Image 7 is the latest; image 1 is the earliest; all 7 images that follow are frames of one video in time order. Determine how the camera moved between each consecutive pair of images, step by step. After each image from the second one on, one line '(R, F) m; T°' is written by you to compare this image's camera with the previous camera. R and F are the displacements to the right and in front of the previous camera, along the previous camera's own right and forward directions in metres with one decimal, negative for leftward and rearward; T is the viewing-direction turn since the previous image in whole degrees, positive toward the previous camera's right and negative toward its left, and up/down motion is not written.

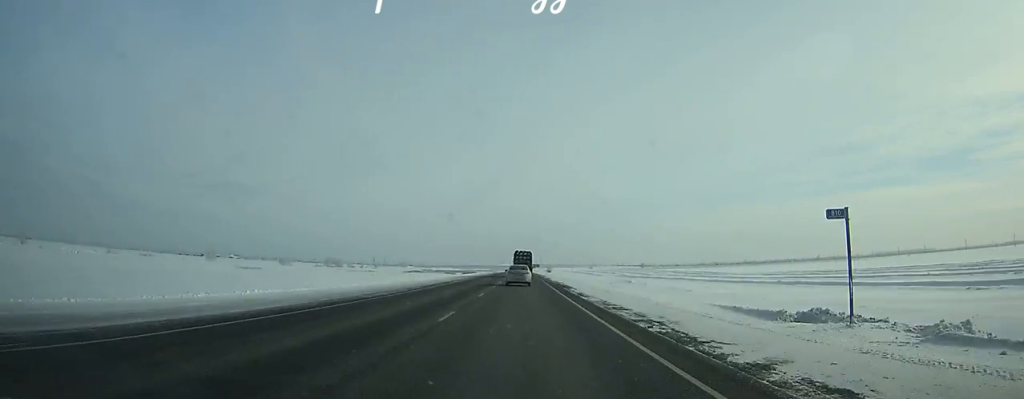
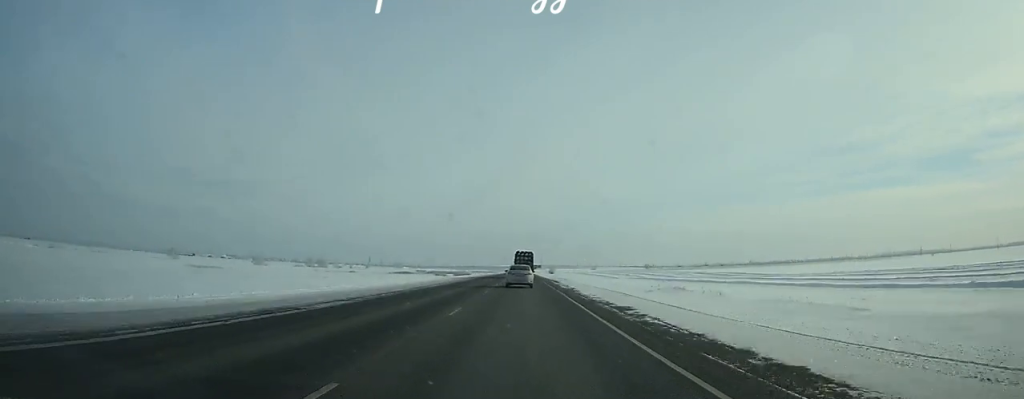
(+0.1, +34.1) m; 0°
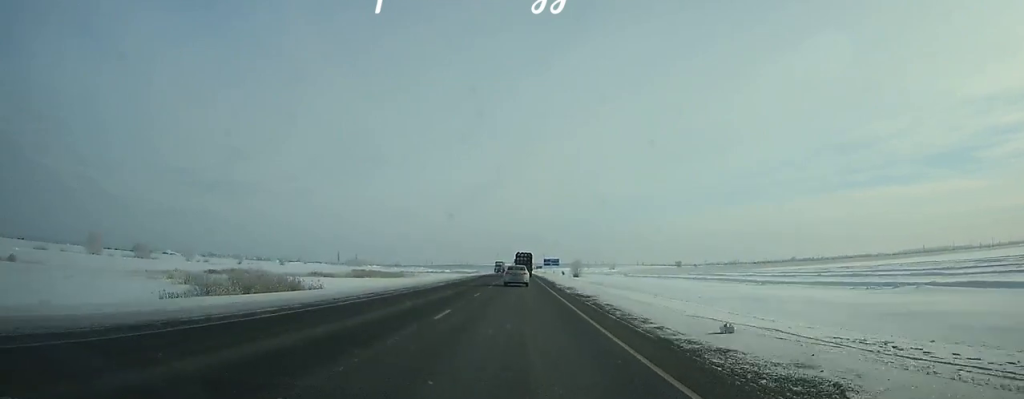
(-1.1, +187.4) m; 0°
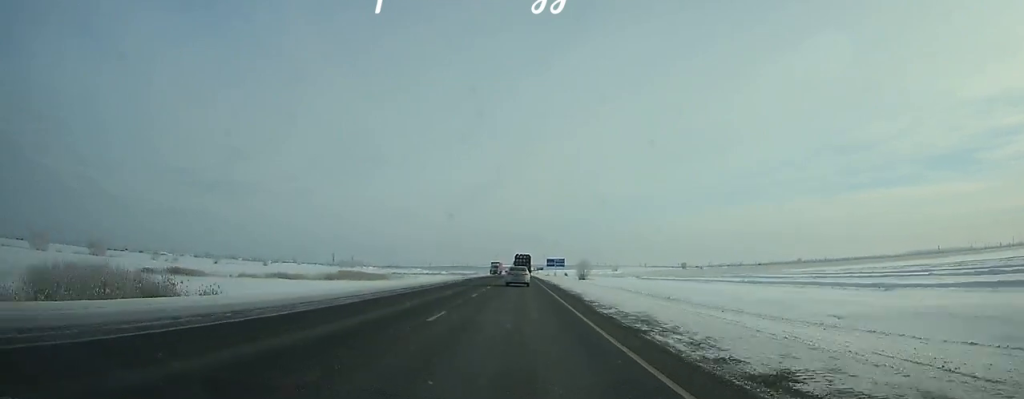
(-0.1, +24.1) m; 0°
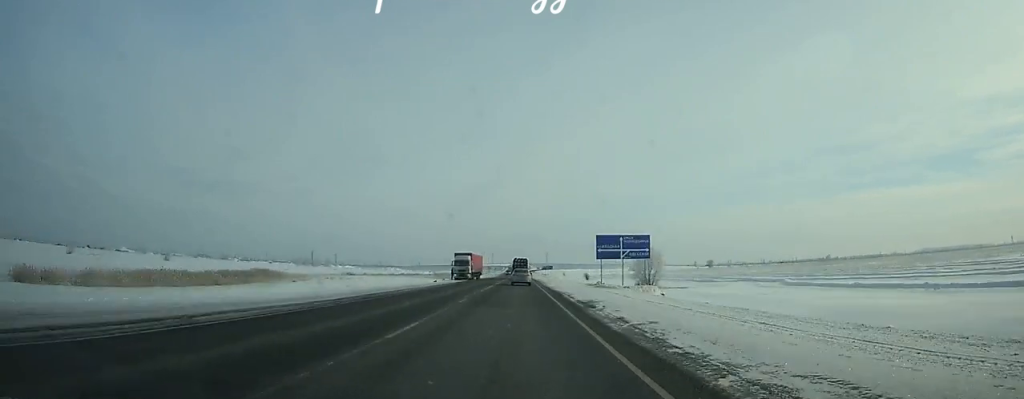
(+0.2, +101.0) m; 0°
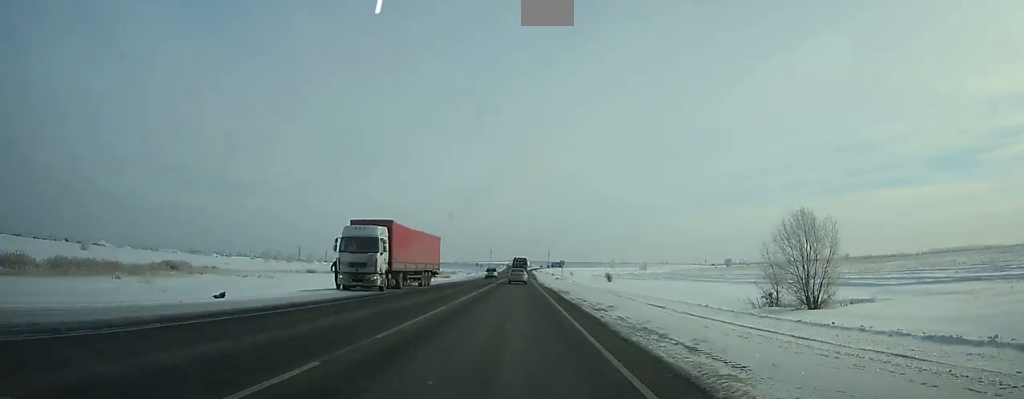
(-0.1, +54.3) m; 0°
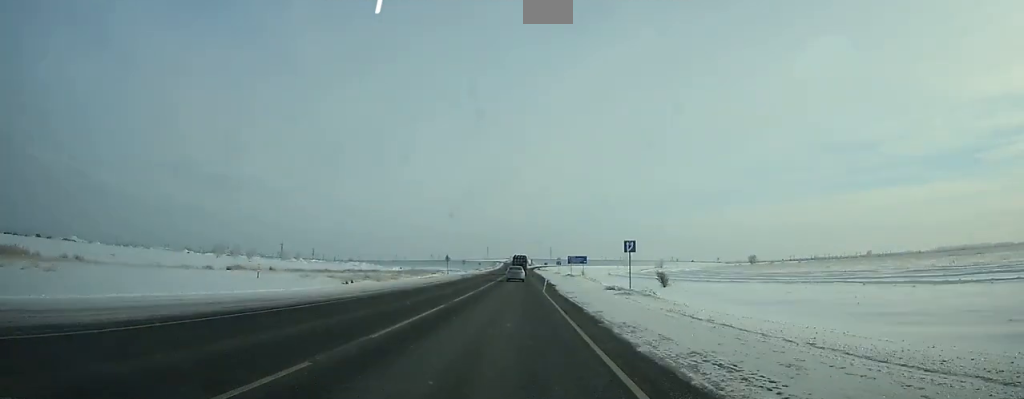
(+0.1, +60.9) m; 0°
